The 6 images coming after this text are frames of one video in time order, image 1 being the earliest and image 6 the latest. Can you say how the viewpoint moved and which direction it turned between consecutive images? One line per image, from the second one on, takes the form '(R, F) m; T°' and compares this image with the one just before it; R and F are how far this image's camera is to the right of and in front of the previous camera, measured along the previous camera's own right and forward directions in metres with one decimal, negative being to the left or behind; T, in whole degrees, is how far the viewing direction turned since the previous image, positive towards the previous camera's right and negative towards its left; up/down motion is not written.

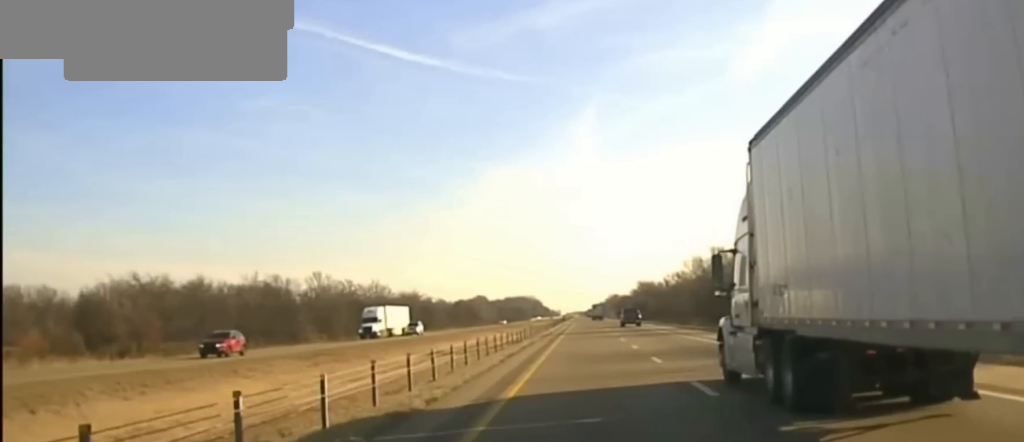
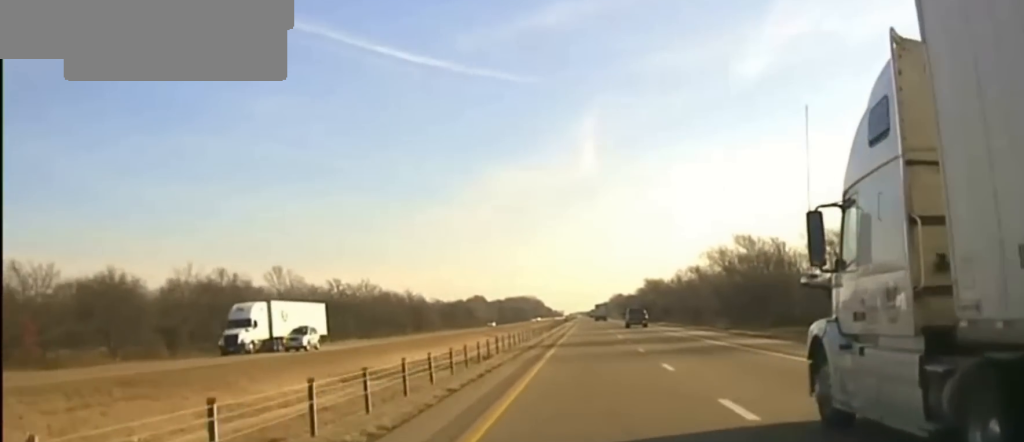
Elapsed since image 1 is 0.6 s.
(0.0, +23.8) m; 0°
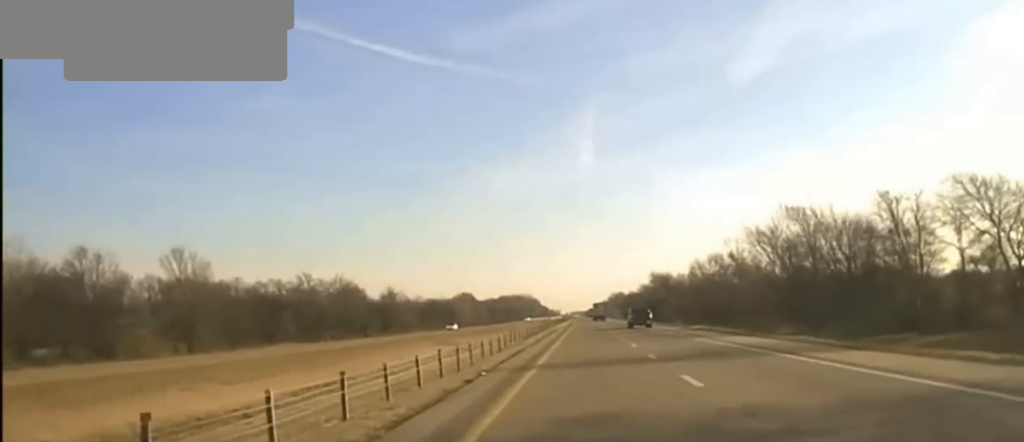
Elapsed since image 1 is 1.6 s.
(0.0, +41.3) m; 0°
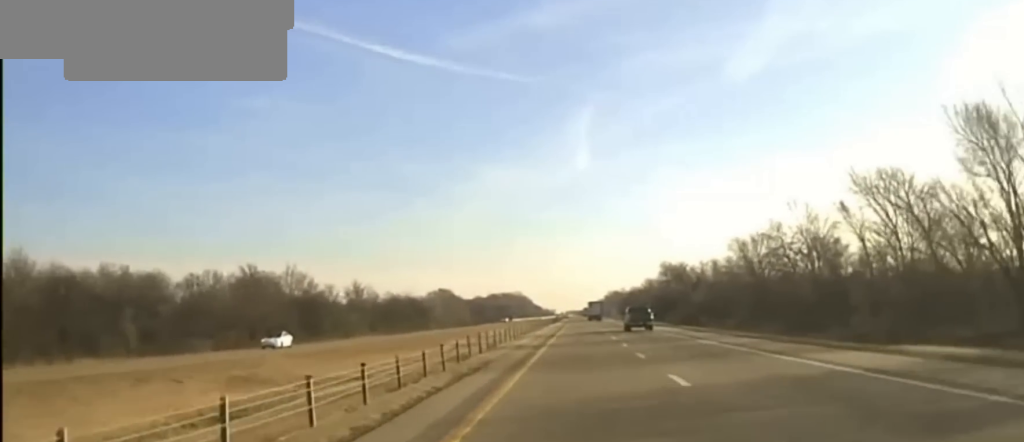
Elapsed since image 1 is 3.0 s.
(-0.1, +66.9) m; 0°
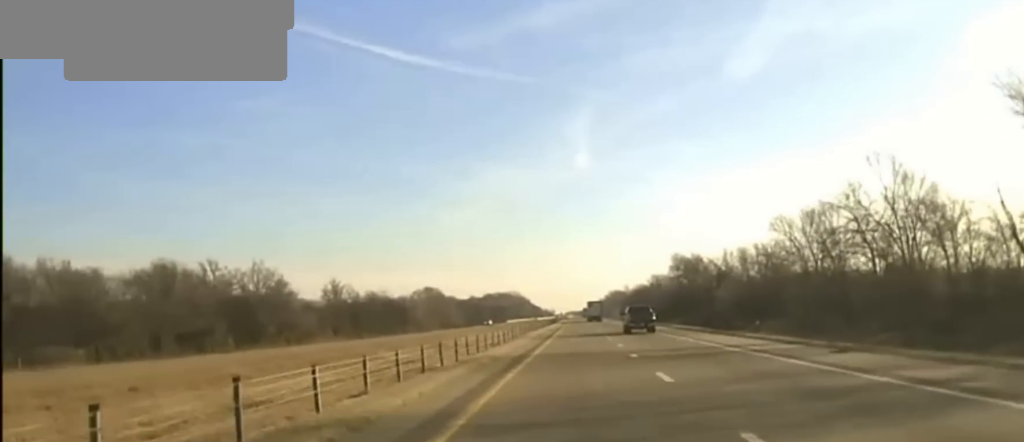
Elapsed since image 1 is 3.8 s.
(+0.1, +37.6) m; 0°
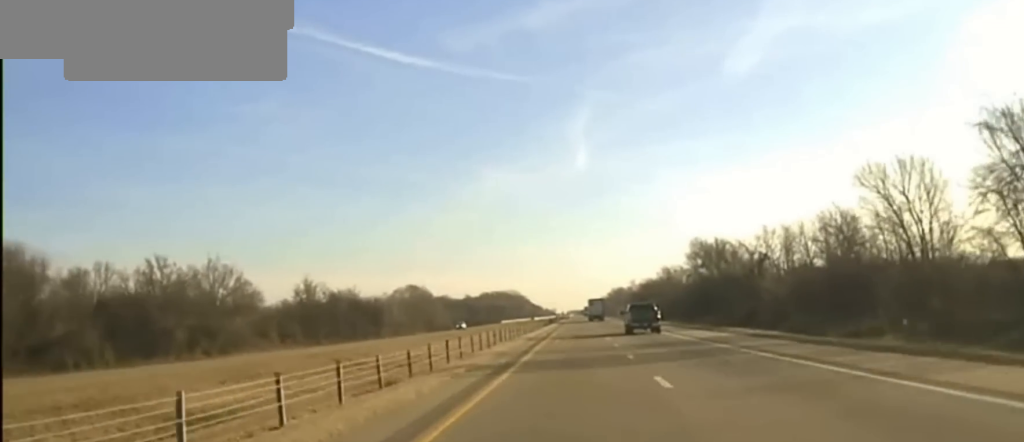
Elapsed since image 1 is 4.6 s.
(0.0, +39.1) m; 0°
